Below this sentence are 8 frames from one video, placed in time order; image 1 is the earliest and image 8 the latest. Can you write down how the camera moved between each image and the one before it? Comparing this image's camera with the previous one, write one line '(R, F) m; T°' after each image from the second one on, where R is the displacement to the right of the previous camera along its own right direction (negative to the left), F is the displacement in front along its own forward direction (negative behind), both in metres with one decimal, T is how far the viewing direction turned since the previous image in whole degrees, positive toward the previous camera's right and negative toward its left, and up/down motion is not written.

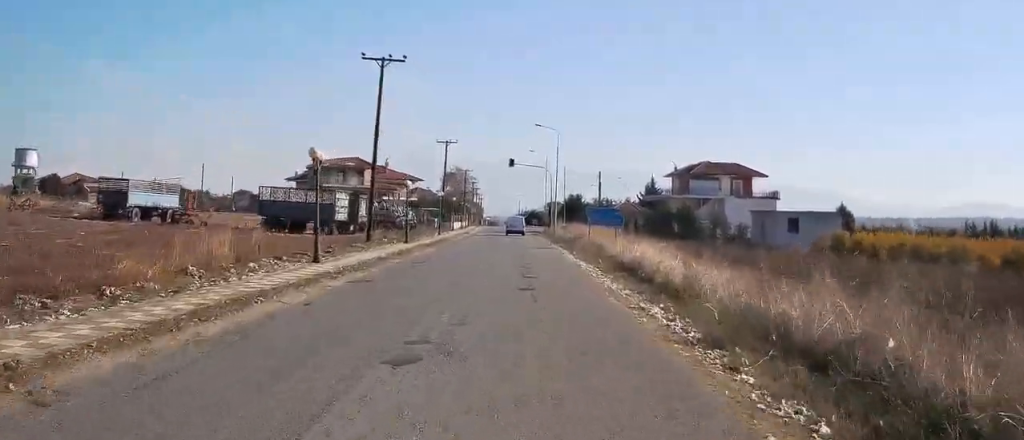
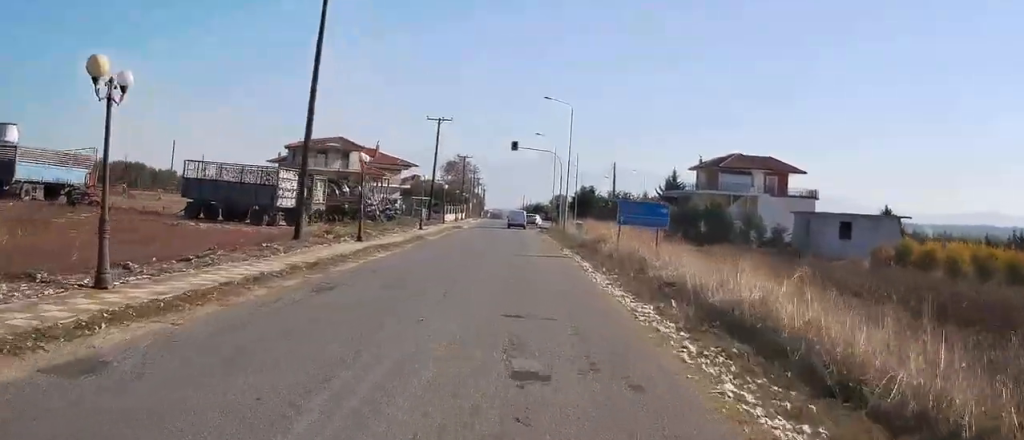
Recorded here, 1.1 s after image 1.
(+0.1, +14.4) m; 0°
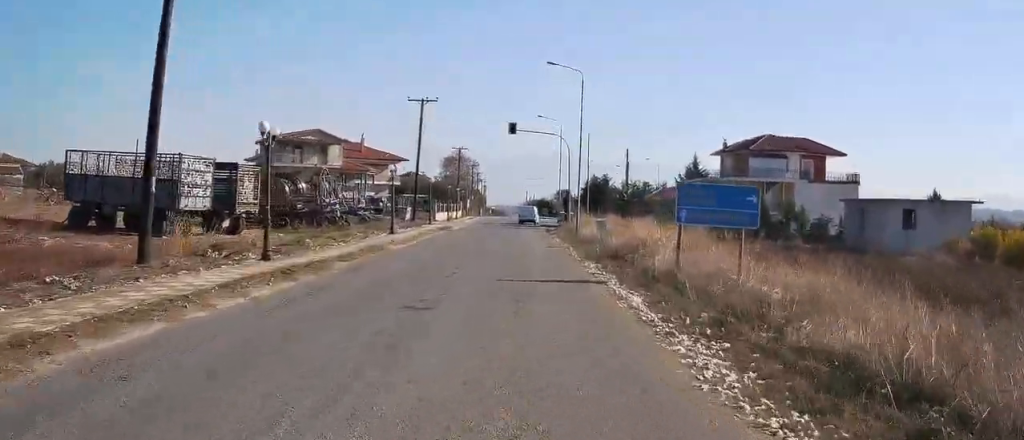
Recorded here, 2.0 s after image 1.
(-0.1, +13.1) m; 0°
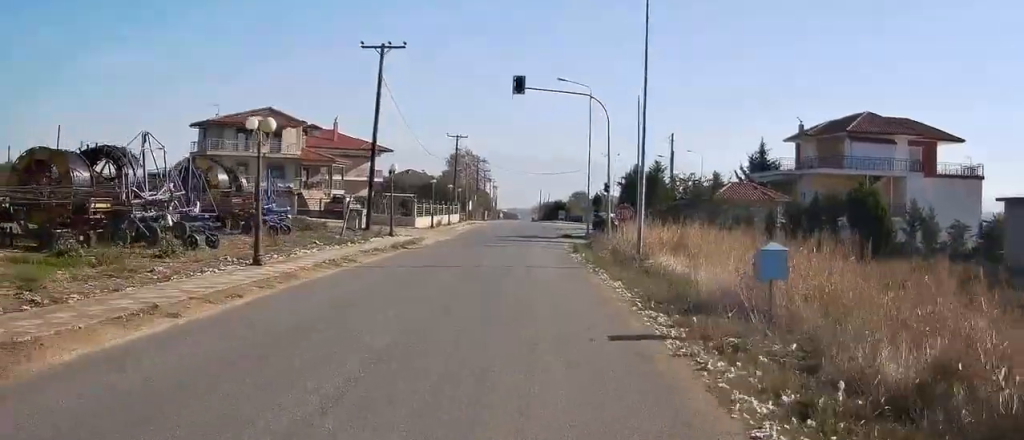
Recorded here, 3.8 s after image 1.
(-0.5, +23.9) m; -2°
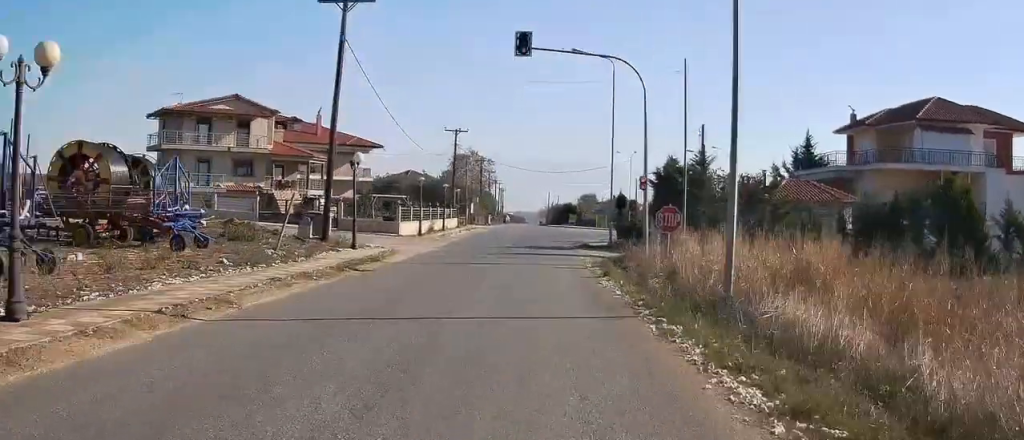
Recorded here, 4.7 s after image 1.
(+0.2, +11.0) m; 0°
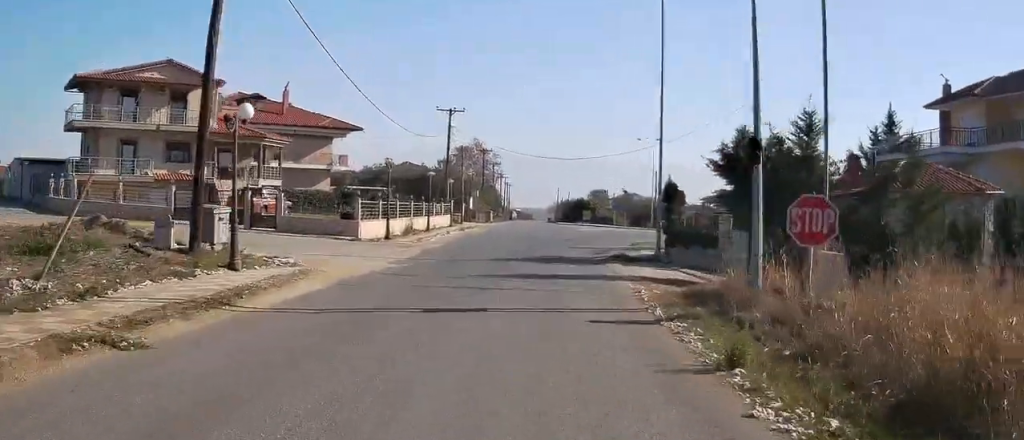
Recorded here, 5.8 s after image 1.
(-0.3, +14.5) m; -1°
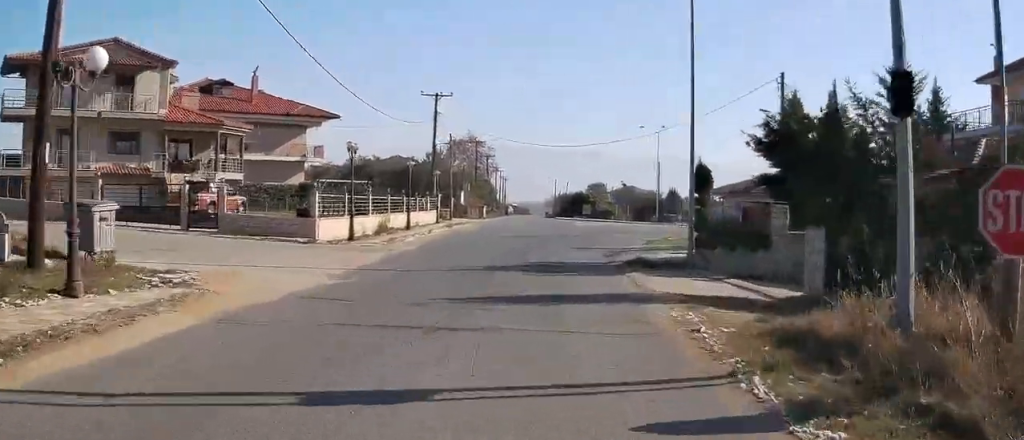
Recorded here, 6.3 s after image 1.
(+0.1, +6.4) m; 0°
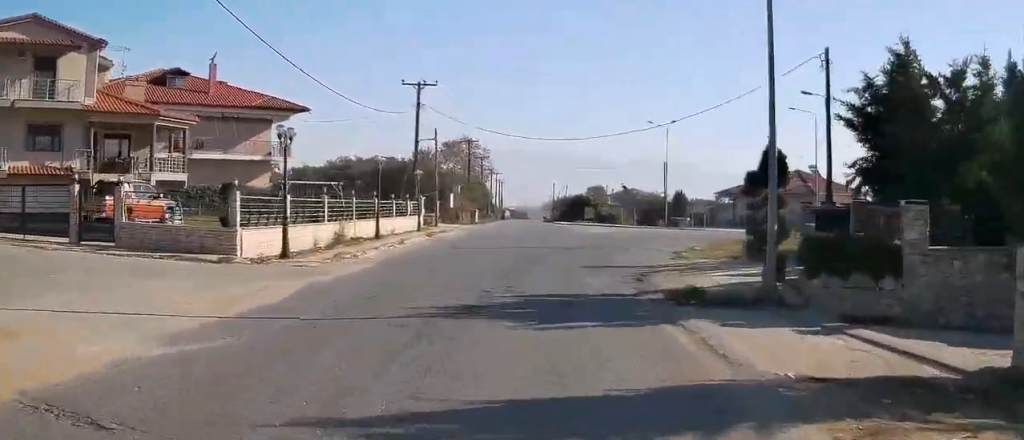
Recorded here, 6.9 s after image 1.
(0.0, +7.6) m; 0°
